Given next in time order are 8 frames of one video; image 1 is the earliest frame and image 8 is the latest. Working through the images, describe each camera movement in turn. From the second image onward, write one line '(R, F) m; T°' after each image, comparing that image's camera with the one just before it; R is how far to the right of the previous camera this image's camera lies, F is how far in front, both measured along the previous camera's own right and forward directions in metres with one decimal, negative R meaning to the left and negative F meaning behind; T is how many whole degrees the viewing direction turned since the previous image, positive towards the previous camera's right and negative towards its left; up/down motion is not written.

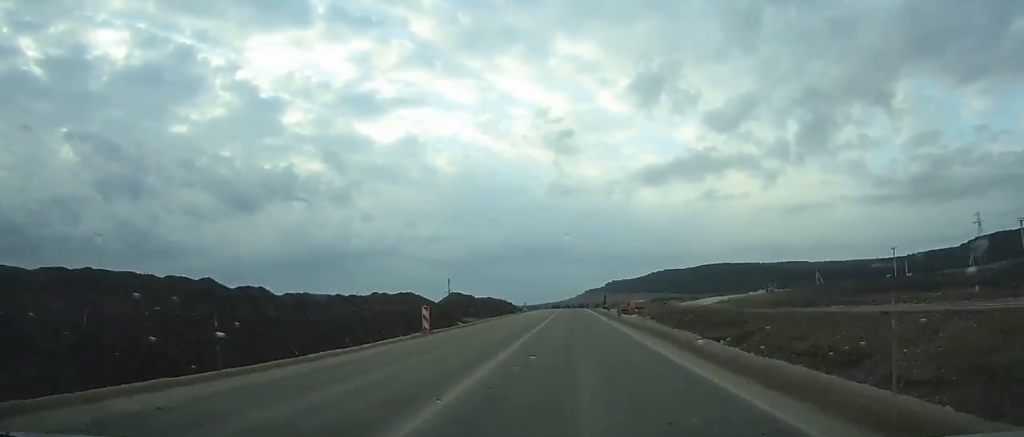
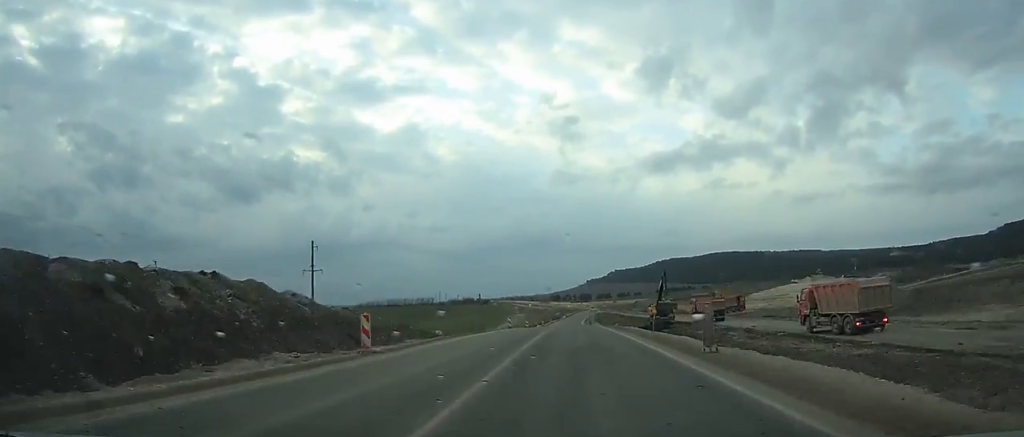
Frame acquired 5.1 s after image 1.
(-0.2, +115.5) m; 0°
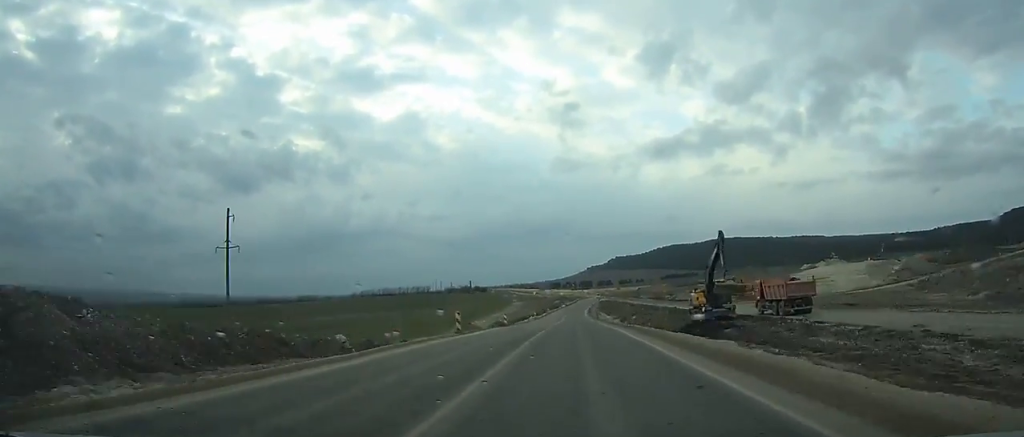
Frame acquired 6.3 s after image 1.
(+0.1, +27.3) m; 0°
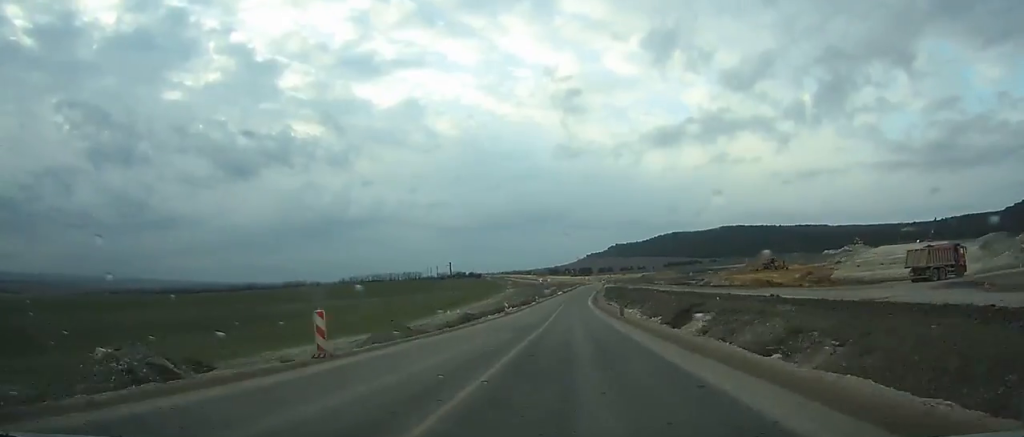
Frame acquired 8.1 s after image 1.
(0.0, +41.3) m; 0°
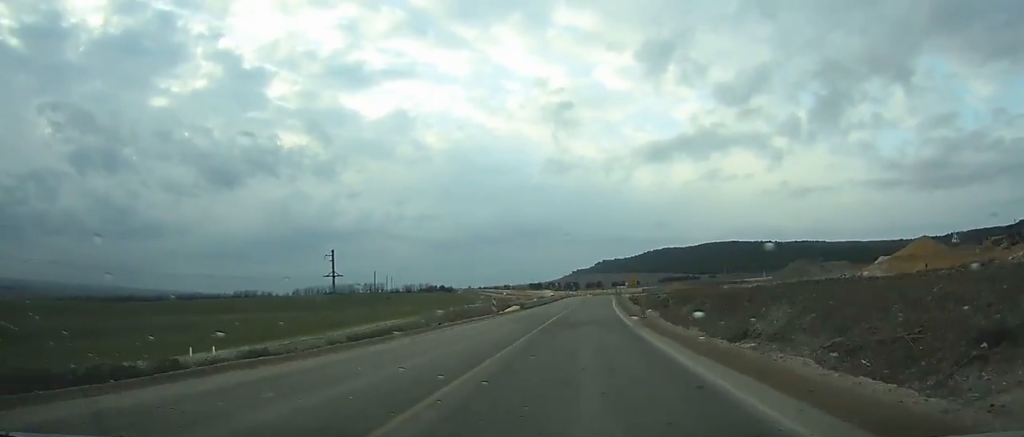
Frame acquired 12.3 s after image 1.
(+1.0, +95.7) m; +2°
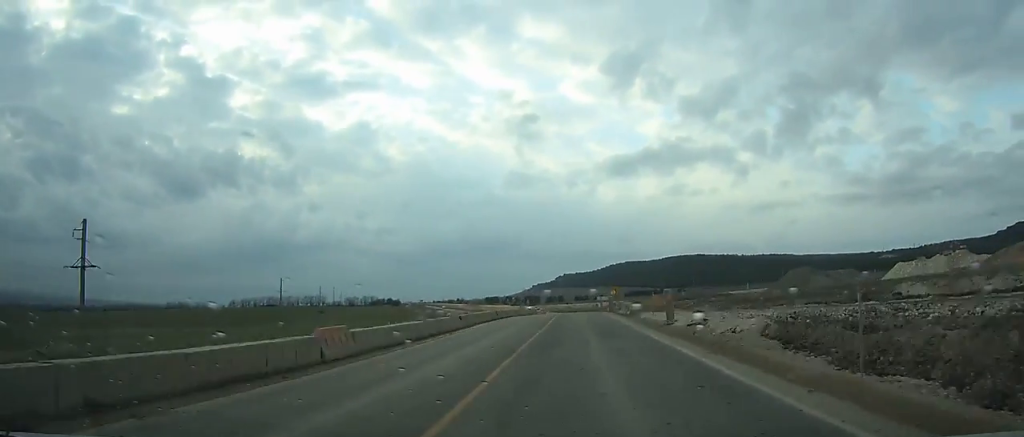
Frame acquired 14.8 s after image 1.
(+1.3, +55.4) m; +1°
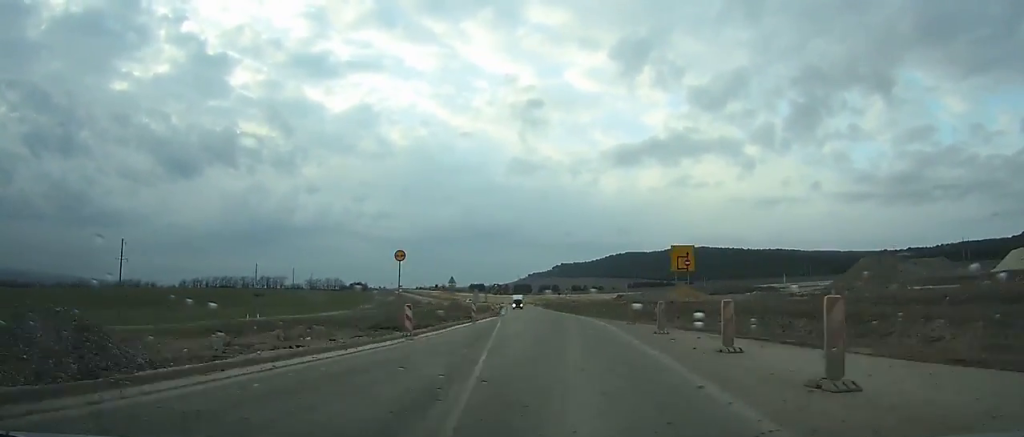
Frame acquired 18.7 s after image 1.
(+0.7, +85.4) m; -1°
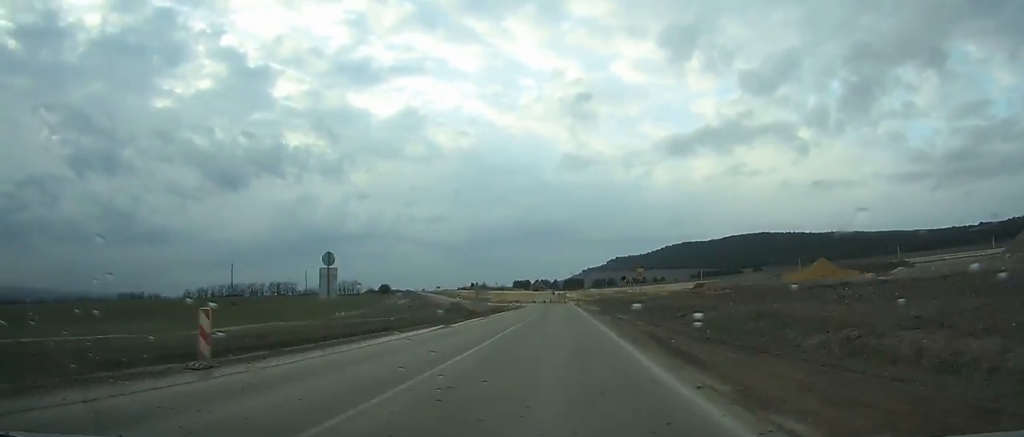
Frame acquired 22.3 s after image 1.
(-2.7, +78.9) m; -4°
